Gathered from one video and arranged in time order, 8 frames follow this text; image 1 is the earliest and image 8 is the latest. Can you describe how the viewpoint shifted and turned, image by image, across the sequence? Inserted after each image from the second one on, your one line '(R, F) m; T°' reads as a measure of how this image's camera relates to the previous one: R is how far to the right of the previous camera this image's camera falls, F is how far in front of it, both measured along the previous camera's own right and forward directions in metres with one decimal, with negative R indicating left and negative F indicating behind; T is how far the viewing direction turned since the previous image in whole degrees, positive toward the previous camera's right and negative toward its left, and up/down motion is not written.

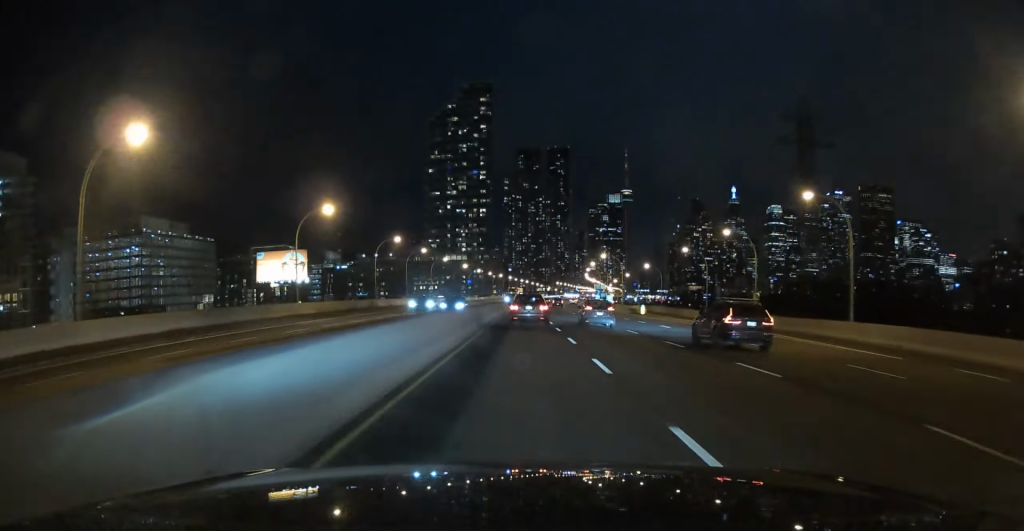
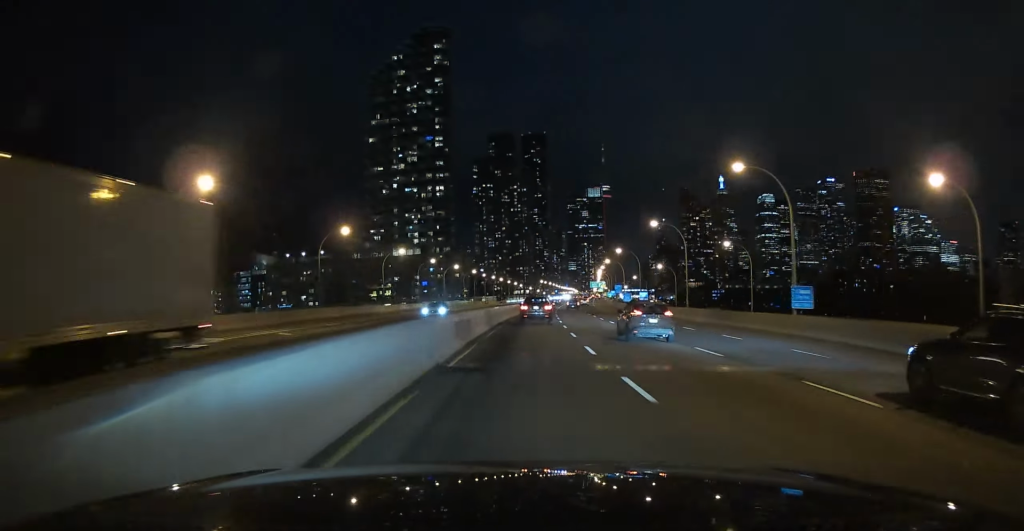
(+1.4, +102.3) m; +2°
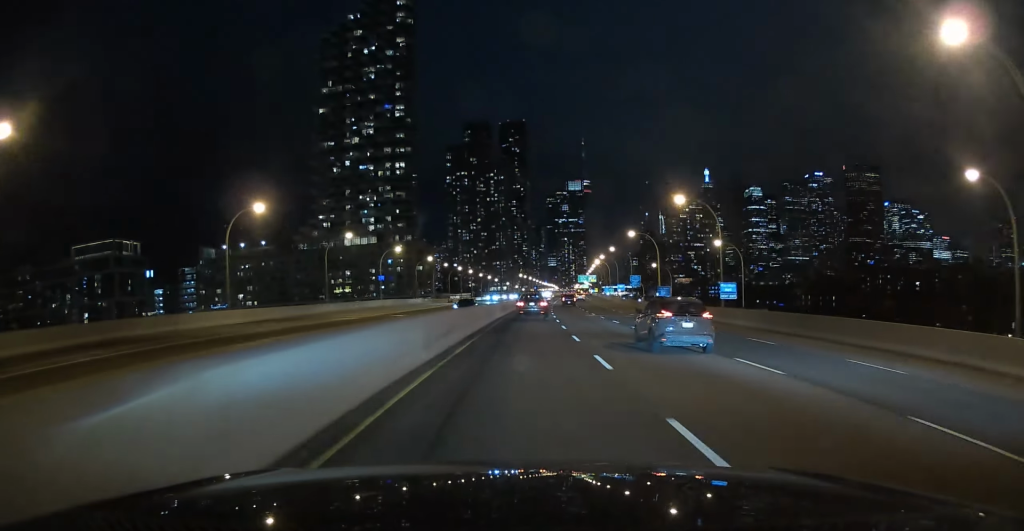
(+0.3, +48.4) m; +1°
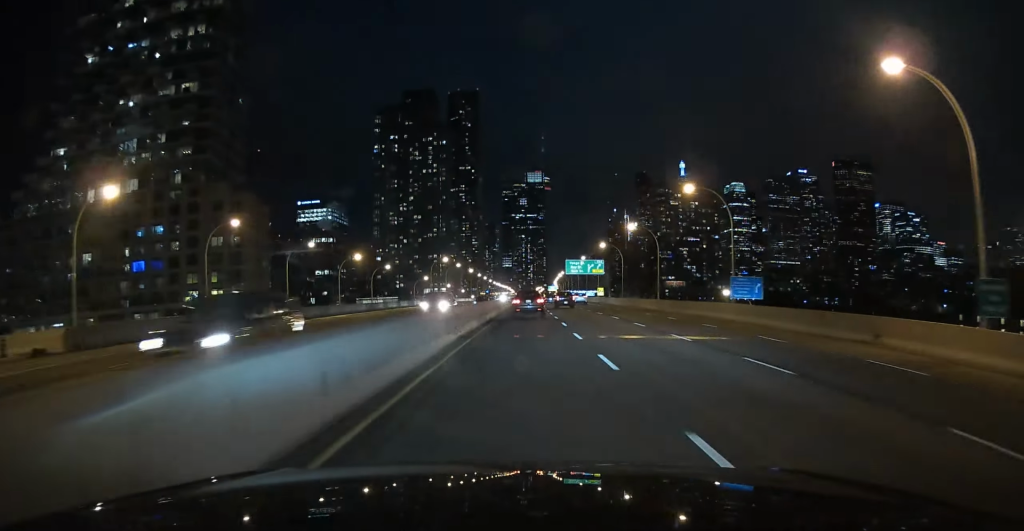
(+4.7, +140.8) m; +3°
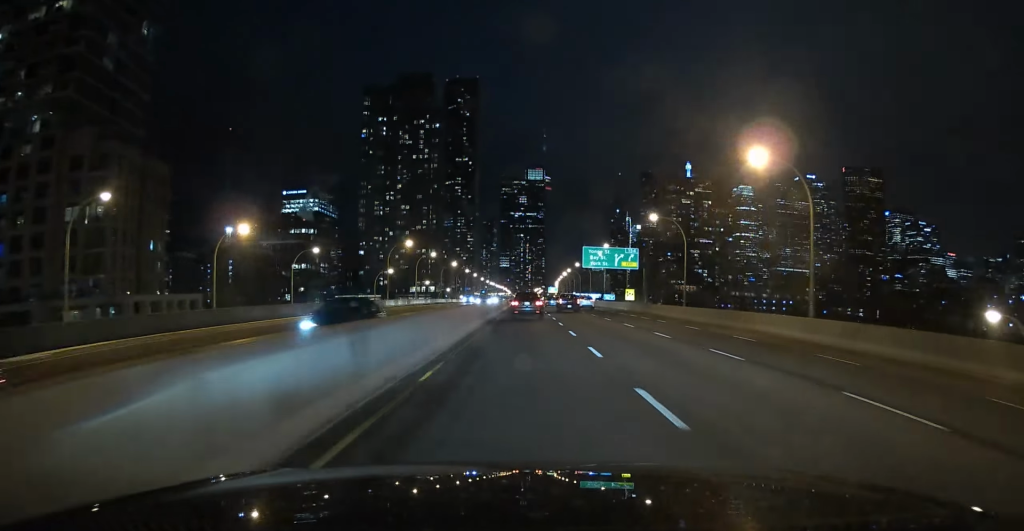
(+0.6, +41.0) m; +1°
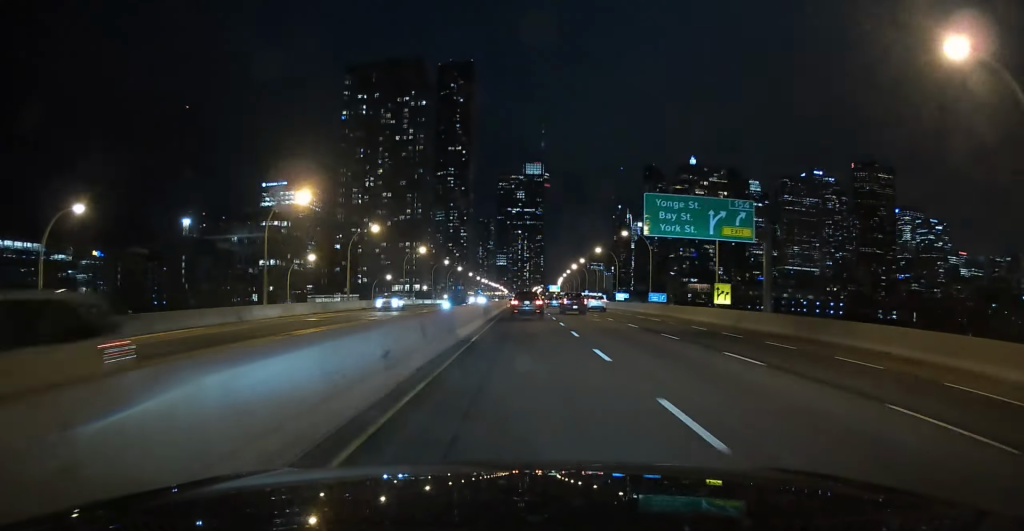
(+0.2, +45.3) m; 0°
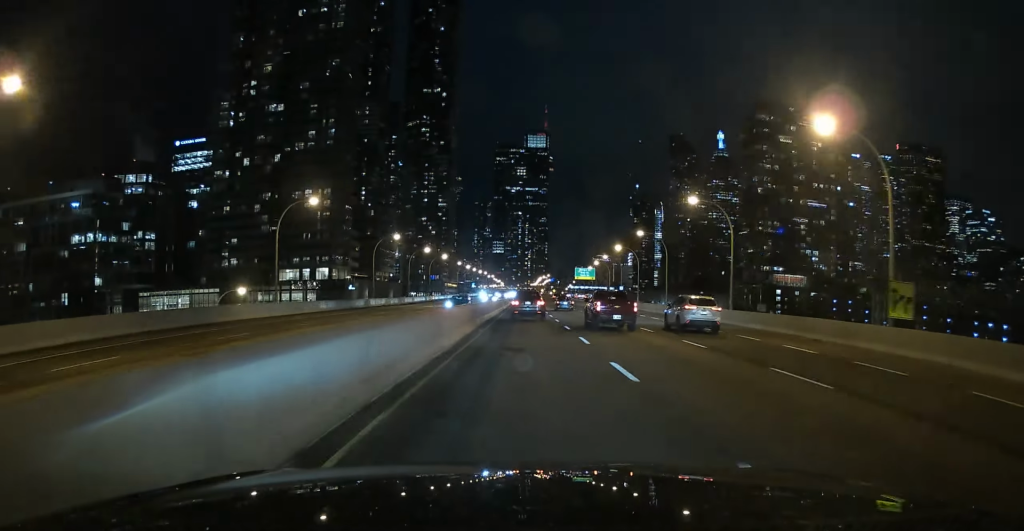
(-0.3, +156.0) m; 0°
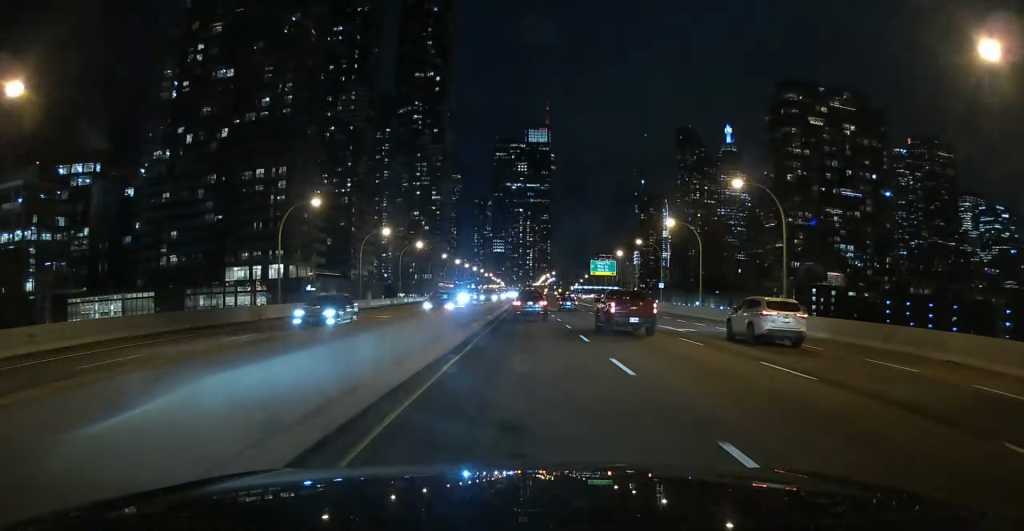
(+0.1, +34.7) m; 0°
